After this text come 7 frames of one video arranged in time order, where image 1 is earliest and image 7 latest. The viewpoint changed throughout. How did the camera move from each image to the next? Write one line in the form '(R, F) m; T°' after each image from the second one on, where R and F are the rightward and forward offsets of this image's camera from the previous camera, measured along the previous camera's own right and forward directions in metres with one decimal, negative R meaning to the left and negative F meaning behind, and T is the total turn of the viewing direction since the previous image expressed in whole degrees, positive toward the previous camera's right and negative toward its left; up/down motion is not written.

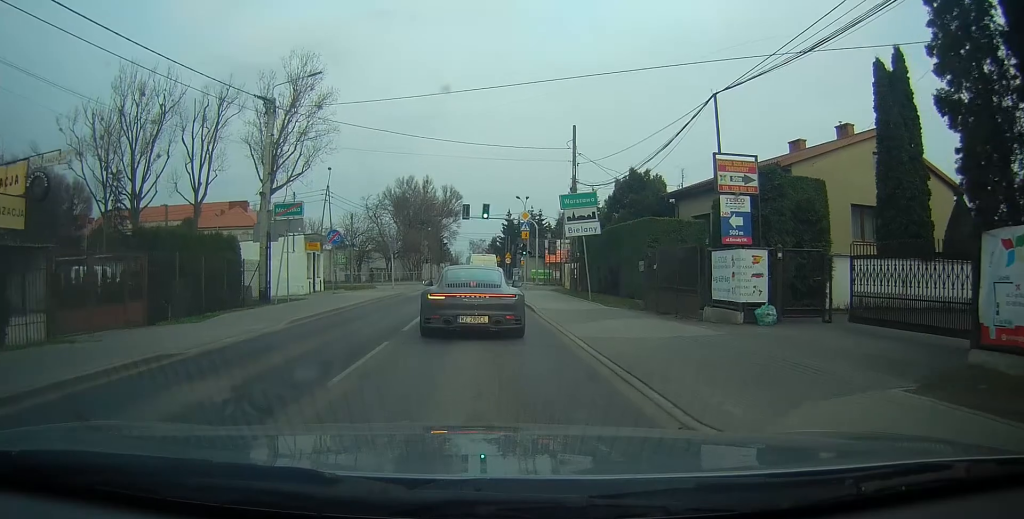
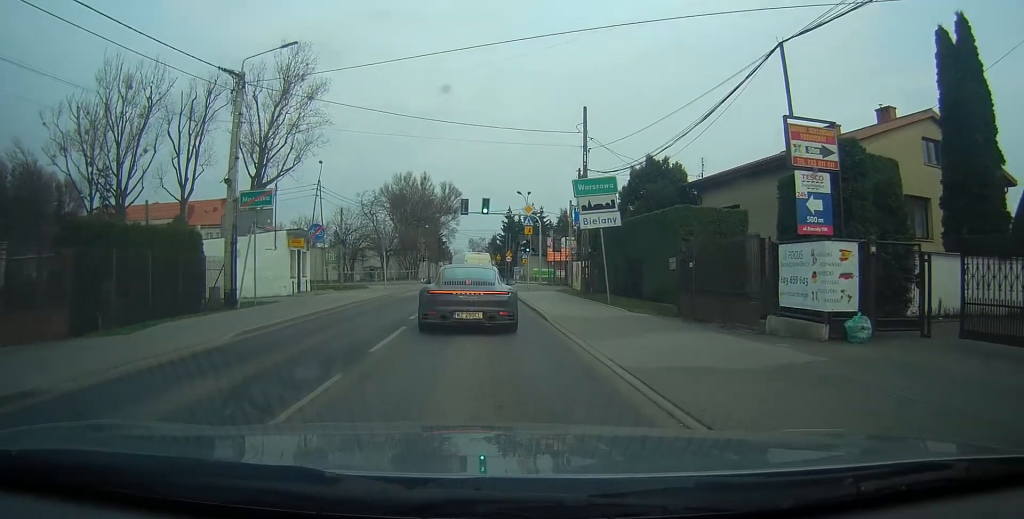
(0.0, +3.8) m; -4°
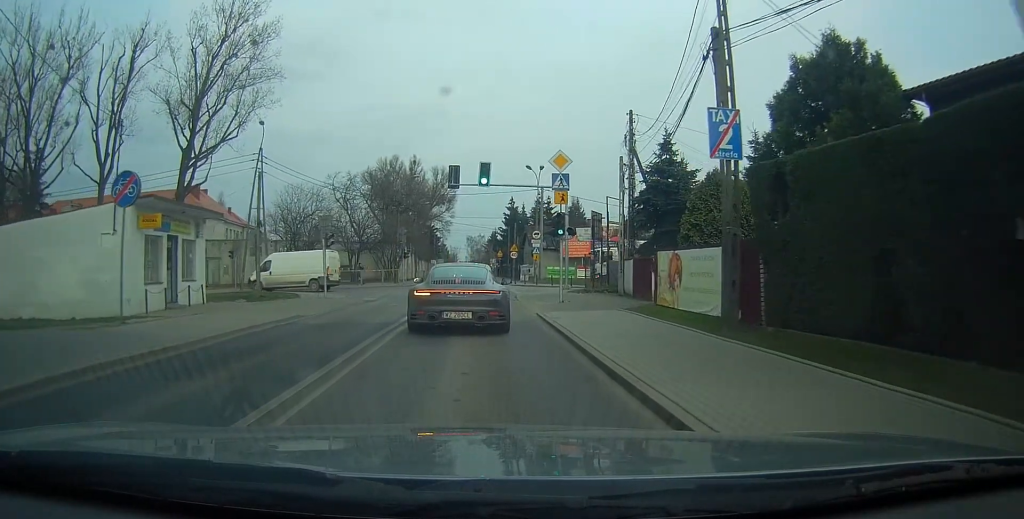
(-3.7, +17.3) m; -17°
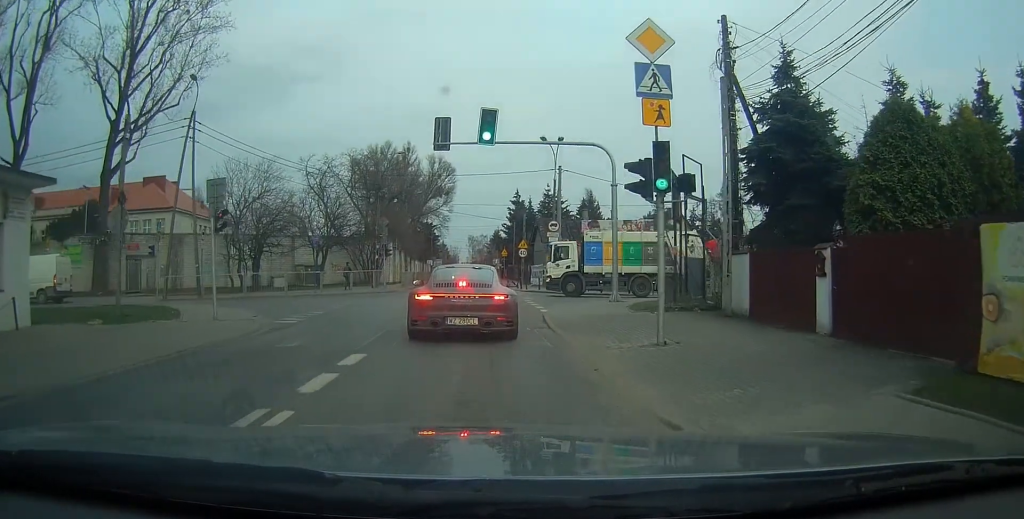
(+0.5, +13.5) m; +4°
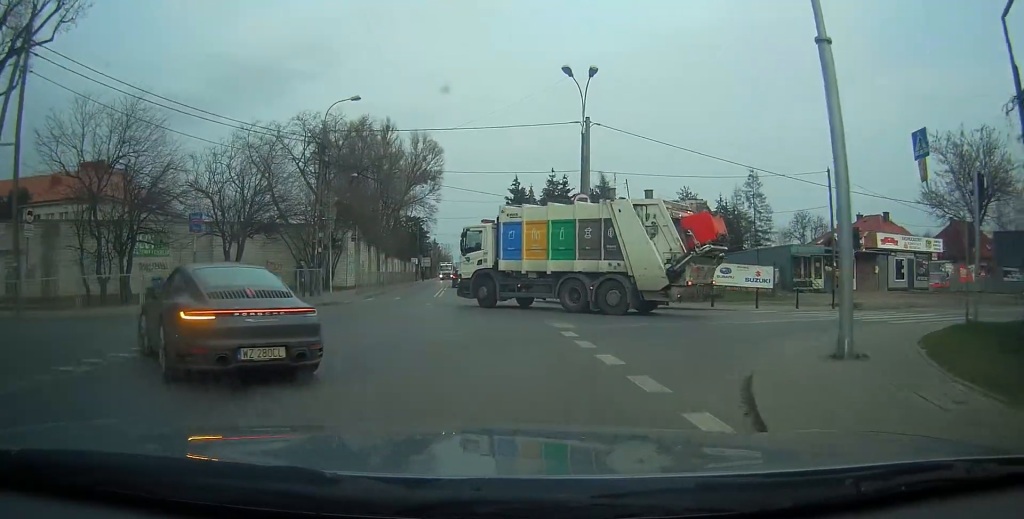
(+0.7, +15.2) m; +6°
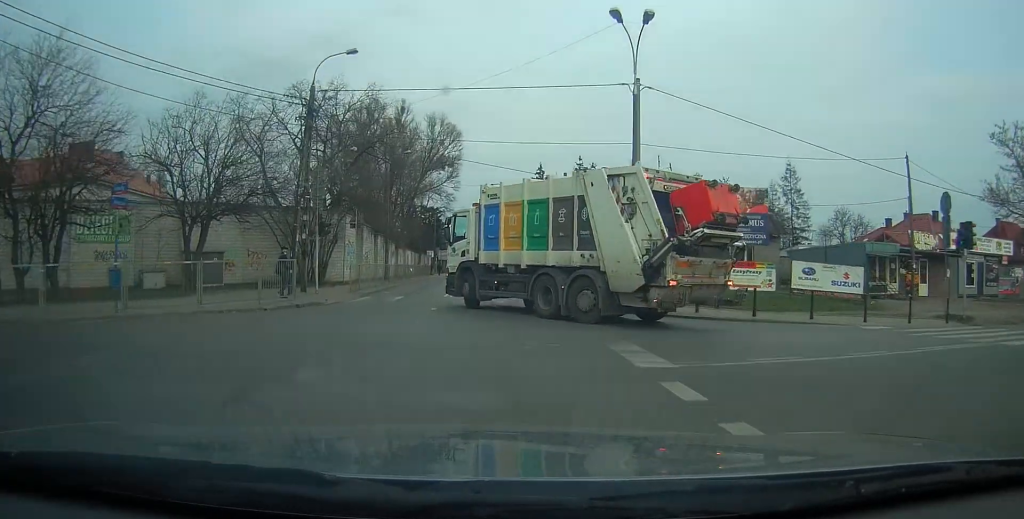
(+0.1, +5.4) m; +4°
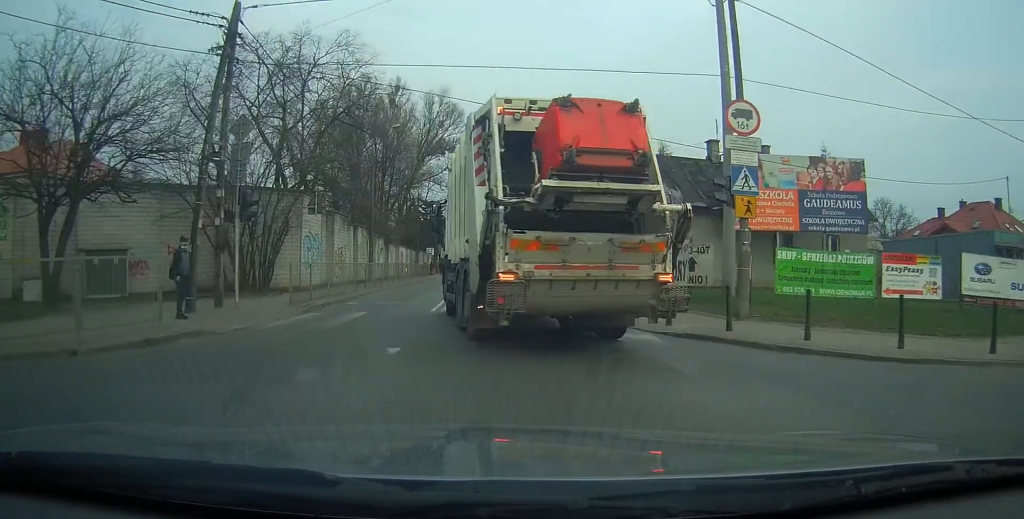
(+0.6, +8.5) m; +5°
